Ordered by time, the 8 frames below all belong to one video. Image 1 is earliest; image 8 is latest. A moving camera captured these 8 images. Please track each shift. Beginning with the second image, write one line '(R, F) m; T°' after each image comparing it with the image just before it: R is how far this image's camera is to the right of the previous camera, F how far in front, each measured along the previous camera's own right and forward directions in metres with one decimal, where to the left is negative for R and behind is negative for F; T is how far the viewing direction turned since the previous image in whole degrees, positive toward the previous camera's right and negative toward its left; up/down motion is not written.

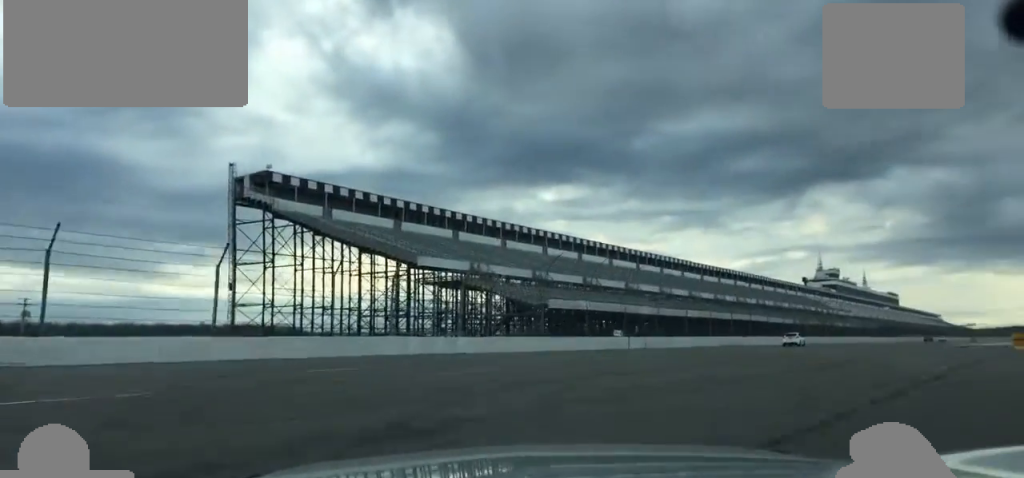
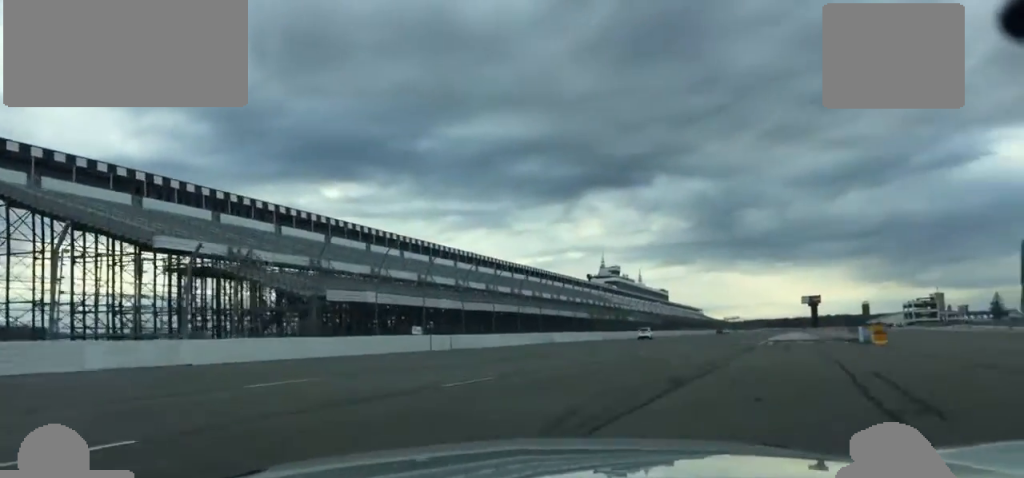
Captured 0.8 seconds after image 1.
(+1.5, +16.9) m; +15°
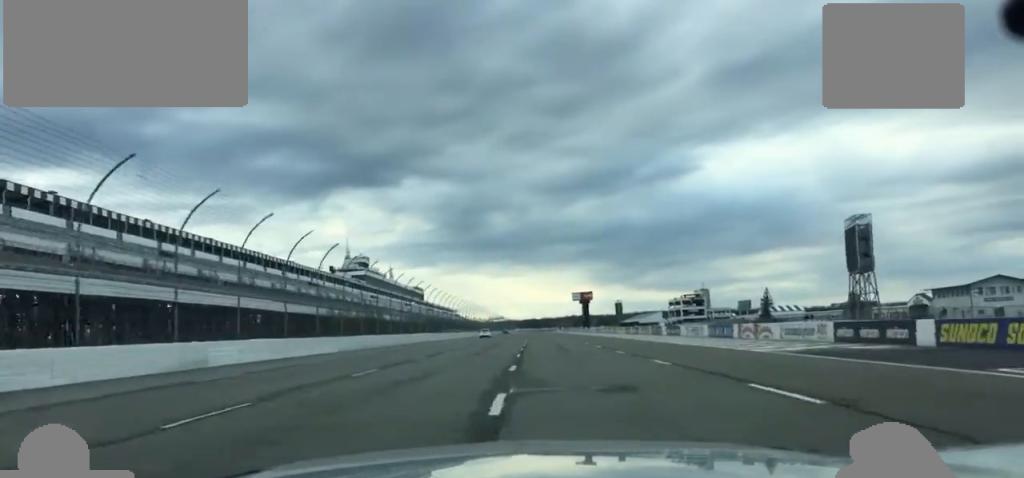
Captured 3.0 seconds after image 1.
(+13.6, +52.3) m; +18°
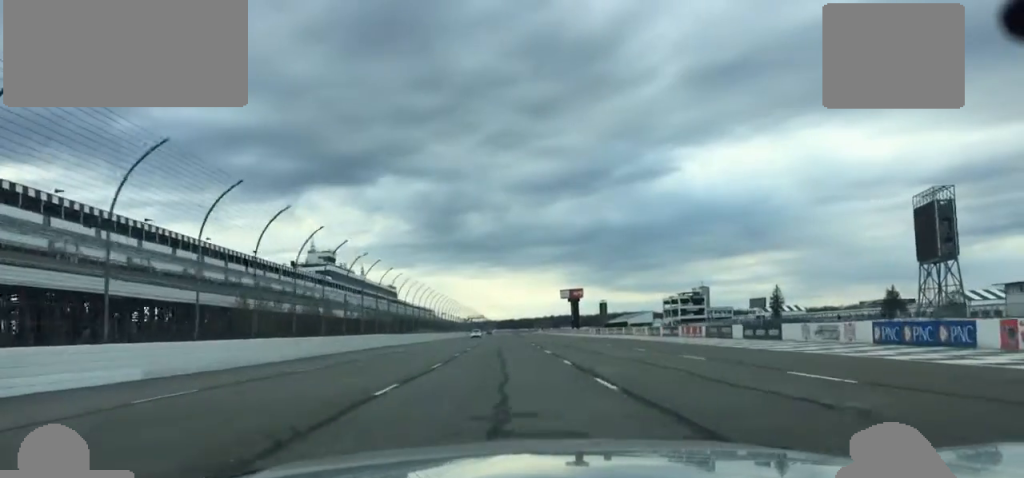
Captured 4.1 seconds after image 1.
(+0.3, +32.2) m; +1°
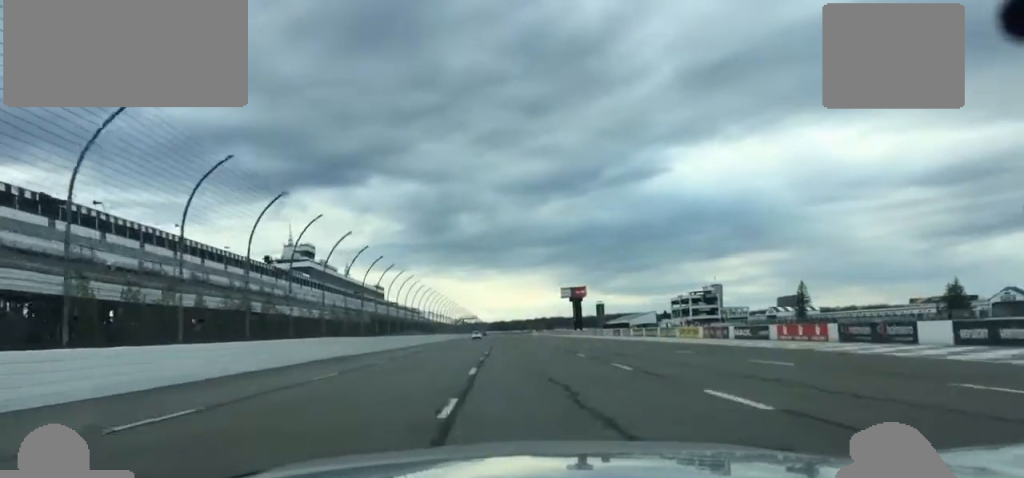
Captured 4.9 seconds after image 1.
(+0.3, +27.8) m; +1°
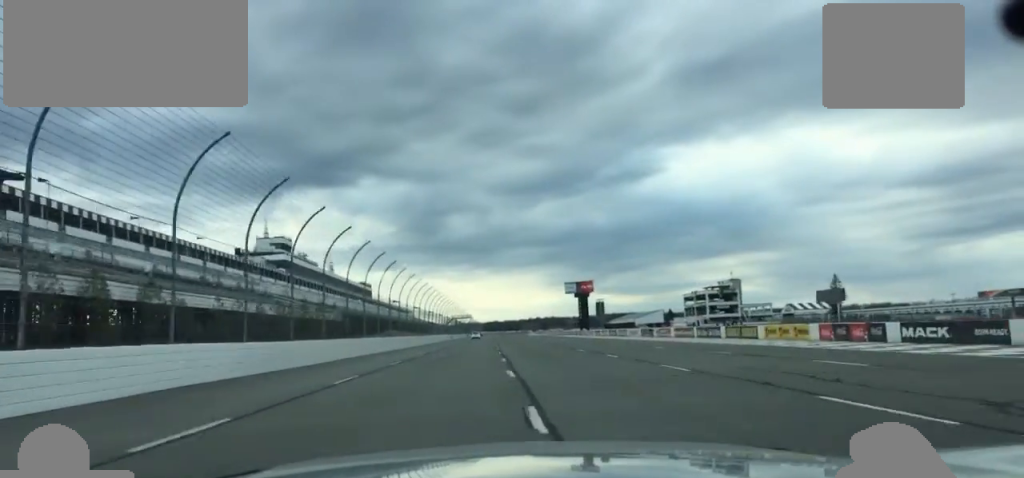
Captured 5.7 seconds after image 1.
(+0.1, +26.2) m; +1°
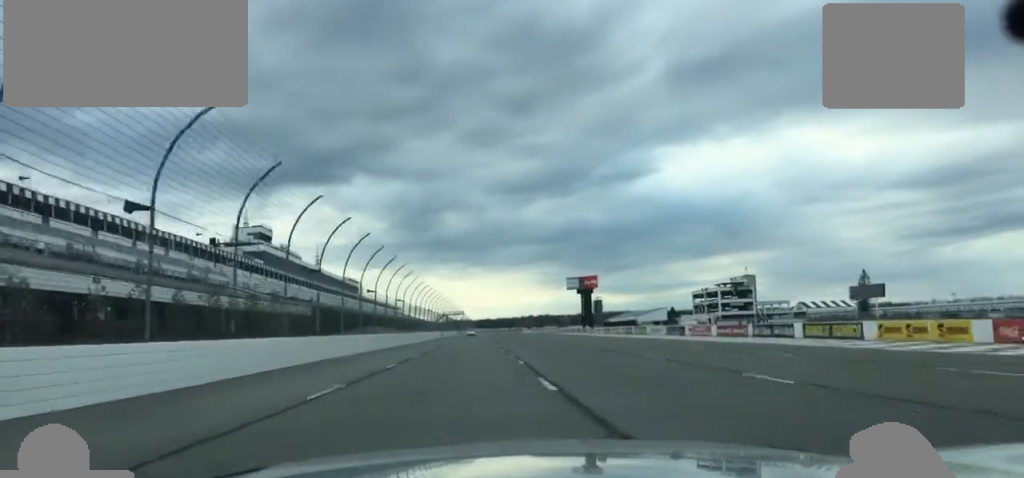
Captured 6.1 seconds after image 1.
(-0.1, +17.1) m; 0°
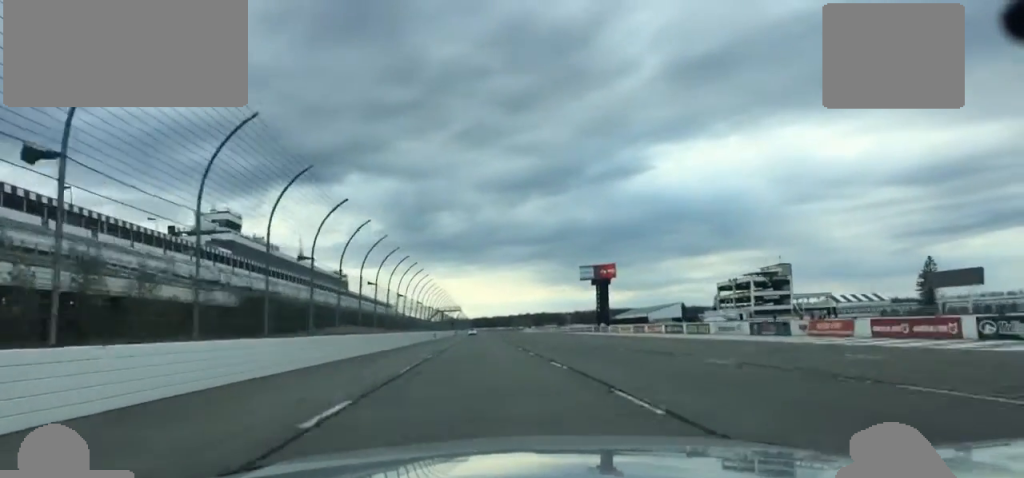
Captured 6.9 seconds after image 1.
(+0.5, +30.1) m; 0°
